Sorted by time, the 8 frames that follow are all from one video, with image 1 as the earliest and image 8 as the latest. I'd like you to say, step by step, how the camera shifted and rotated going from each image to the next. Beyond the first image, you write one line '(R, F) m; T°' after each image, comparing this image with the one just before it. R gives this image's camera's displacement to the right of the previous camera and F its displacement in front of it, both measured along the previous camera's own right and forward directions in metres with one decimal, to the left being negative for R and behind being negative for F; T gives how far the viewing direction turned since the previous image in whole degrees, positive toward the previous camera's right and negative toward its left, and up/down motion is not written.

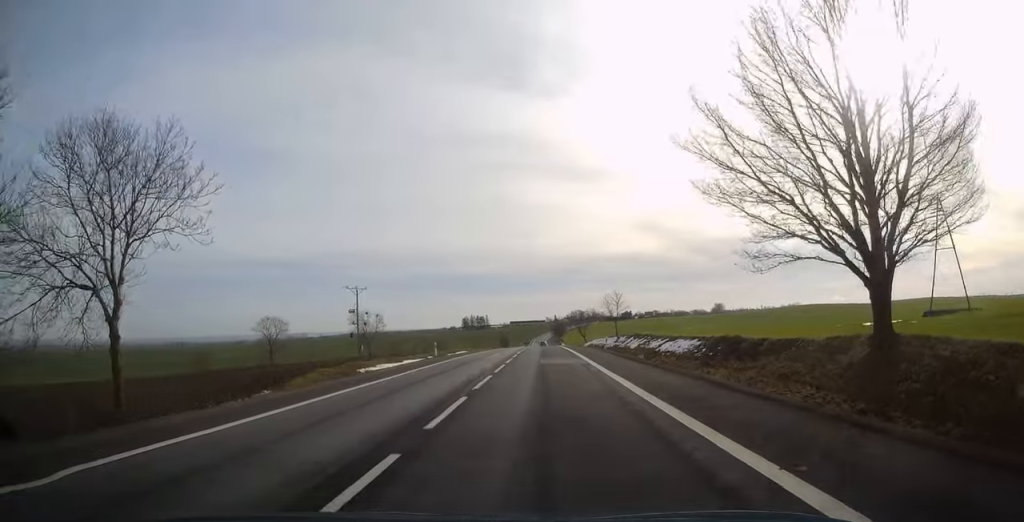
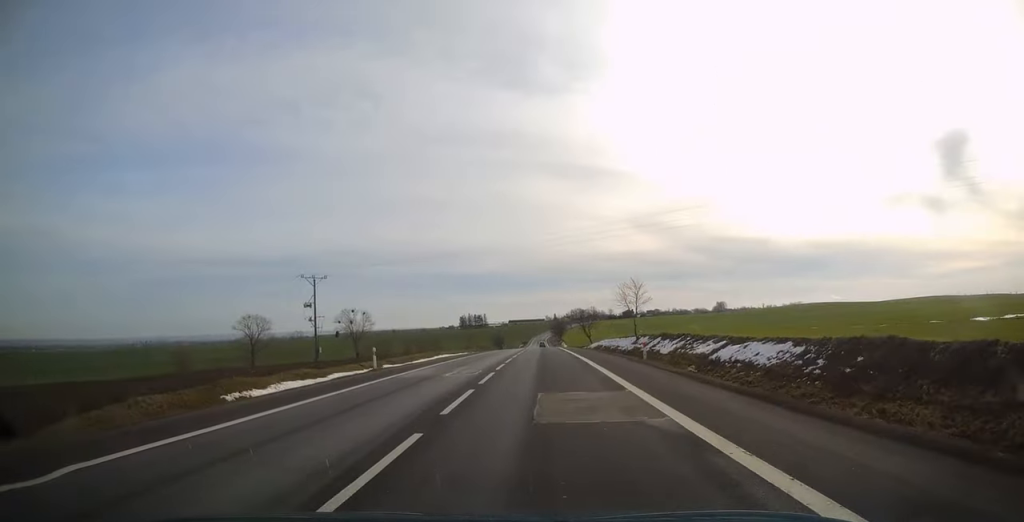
(-0.1, +16.4) m; 0°
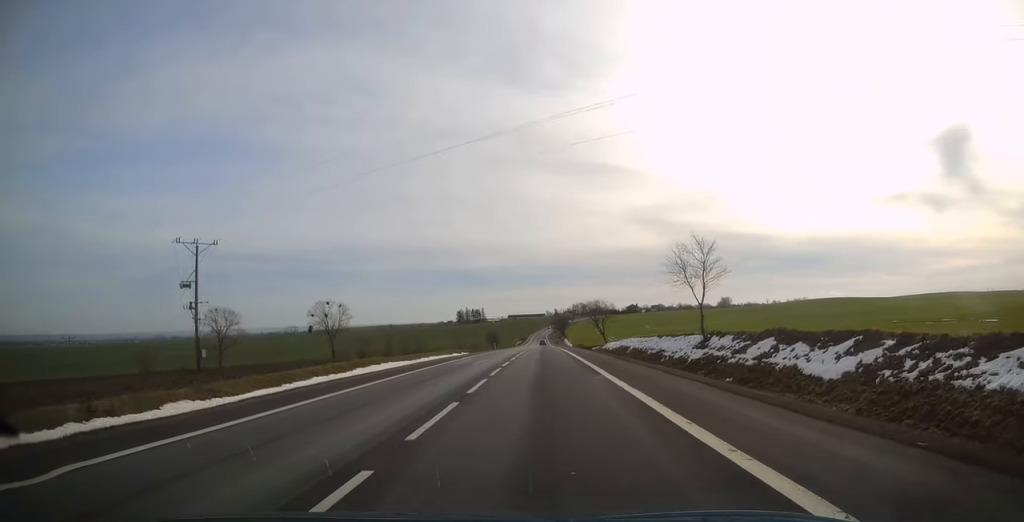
(+0.2, +25.9) m; 0°
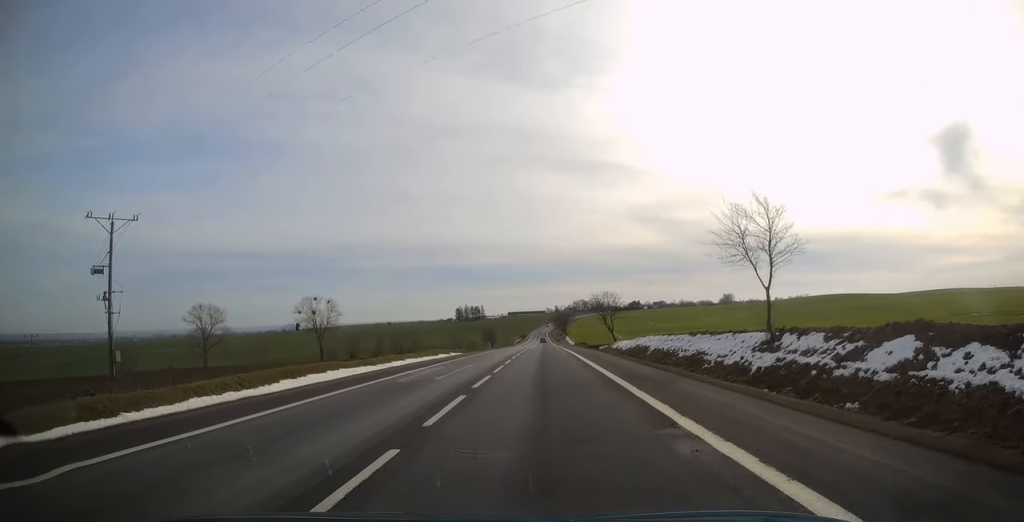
(-0.1, +10.8) m; 0°
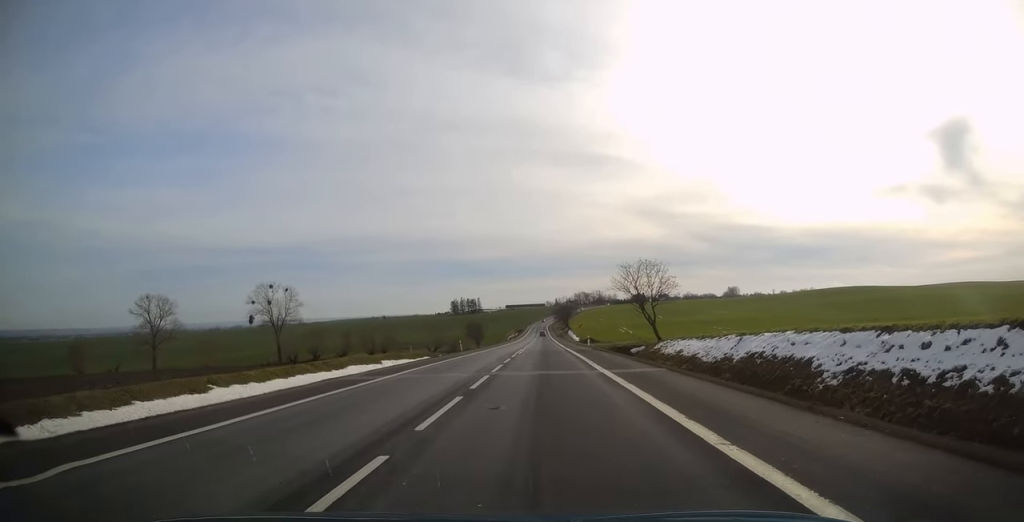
(+0.1, +30.1) m; +1°
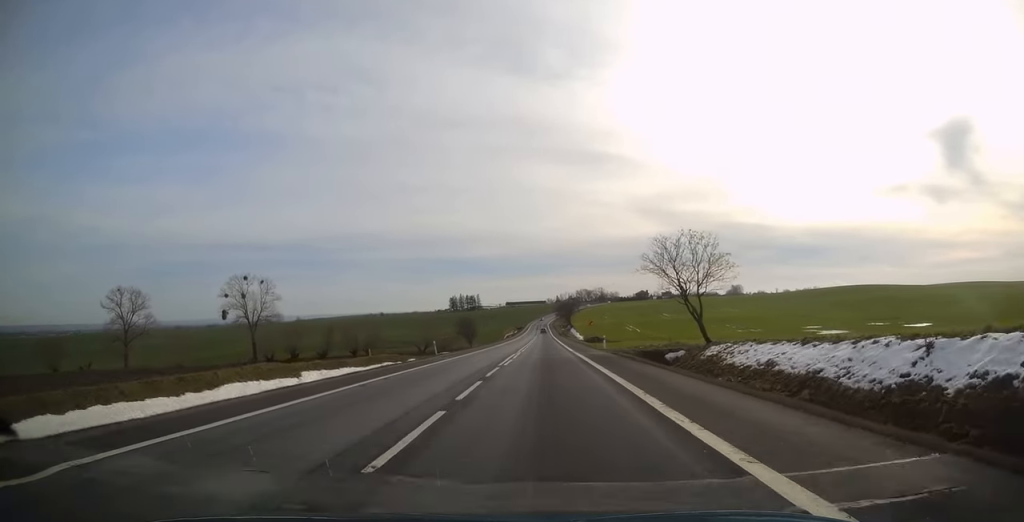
(+0.1, +14.5) m; 0°
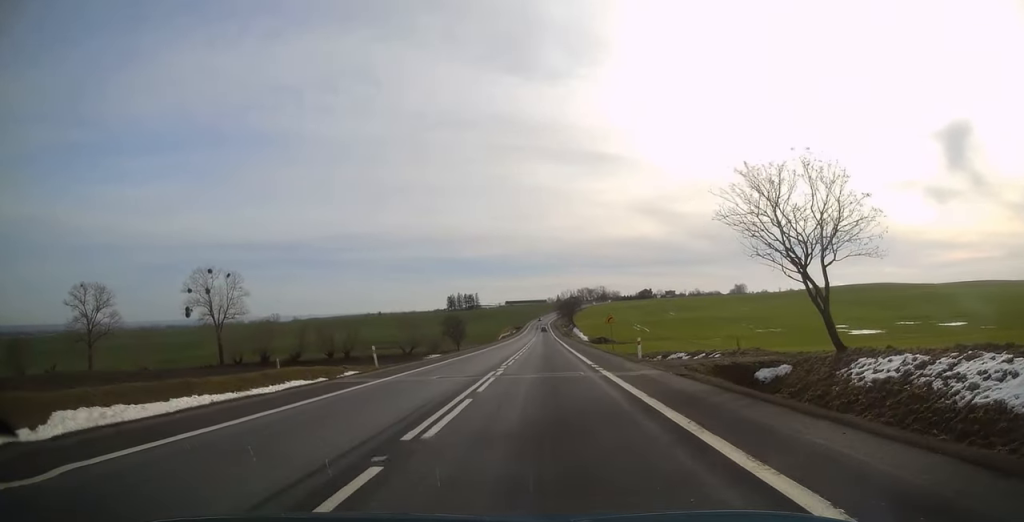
(-0.1, +16.3) m; -1°
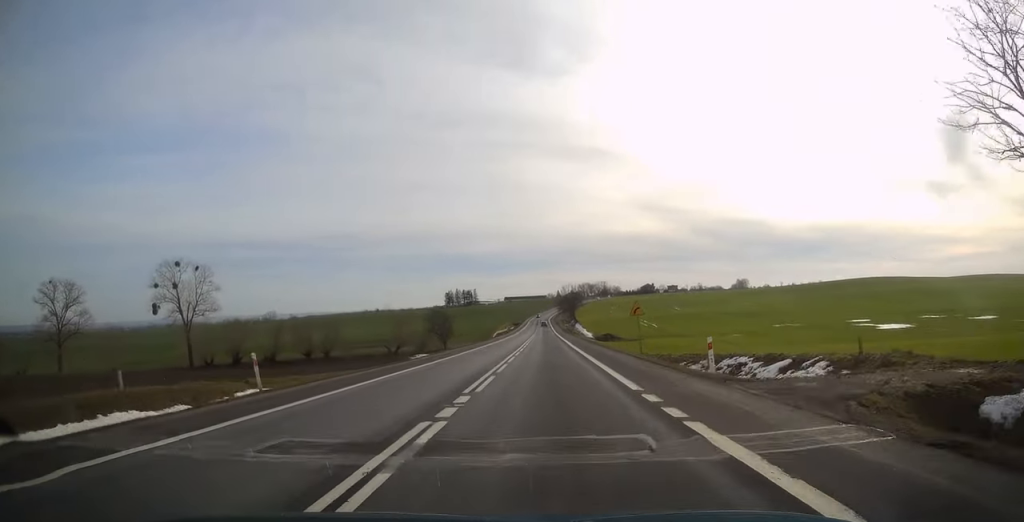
(0.0, +12.3) m; 0°
